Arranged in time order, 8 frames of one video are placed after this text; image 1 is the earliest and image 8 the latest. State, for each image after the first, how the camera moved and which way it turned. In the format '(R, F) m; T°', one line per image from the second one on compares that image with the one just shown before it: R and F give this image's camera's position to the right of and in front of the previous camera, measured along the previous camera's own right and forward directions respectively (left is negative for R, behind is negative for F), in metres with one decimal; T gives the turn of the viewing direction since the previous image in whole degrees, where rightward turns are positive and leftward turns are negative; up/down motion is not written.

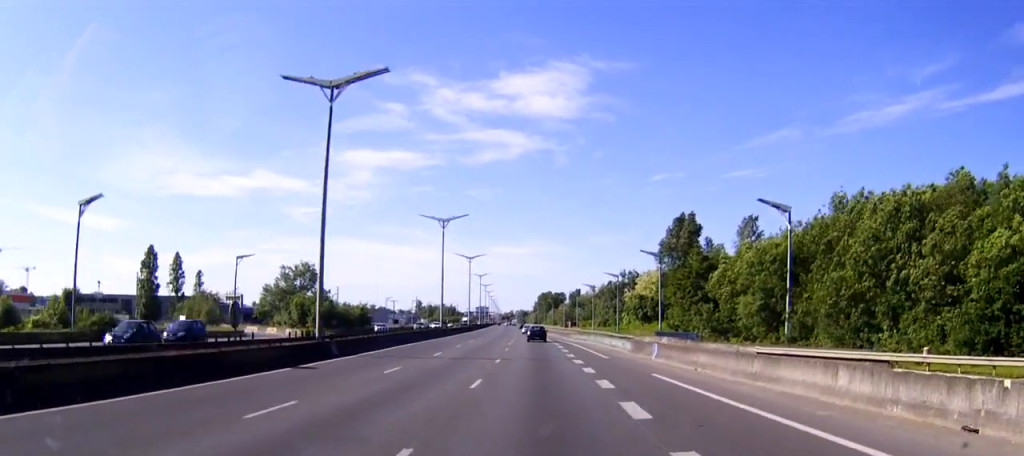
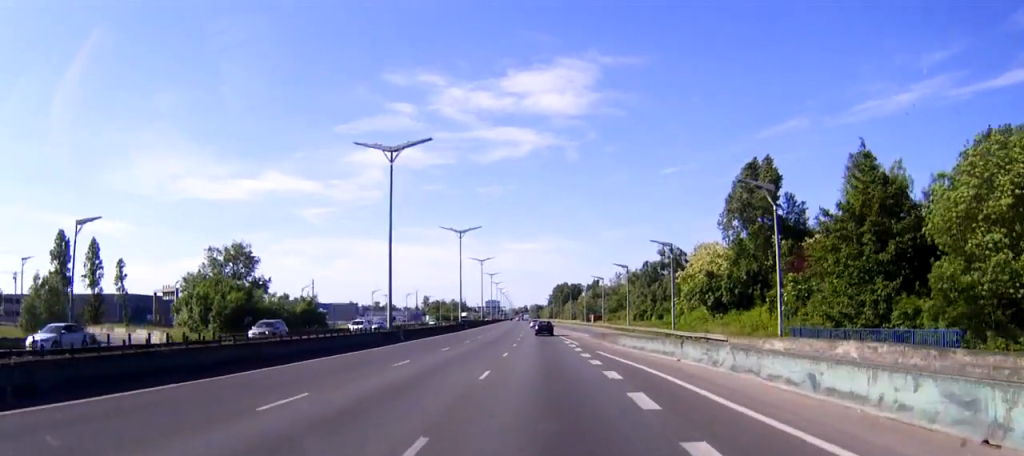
(-0.5, +38.7) m; -1°
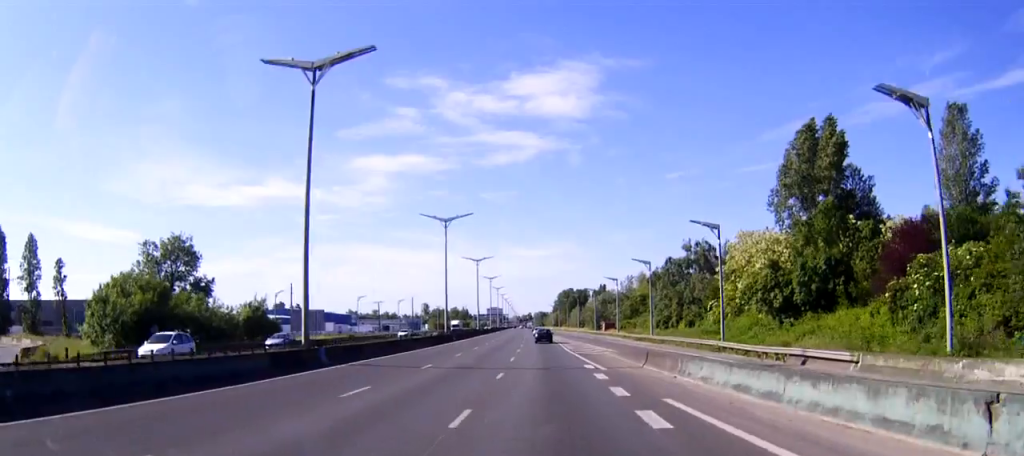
(-0.1, +20.2) m; 0°
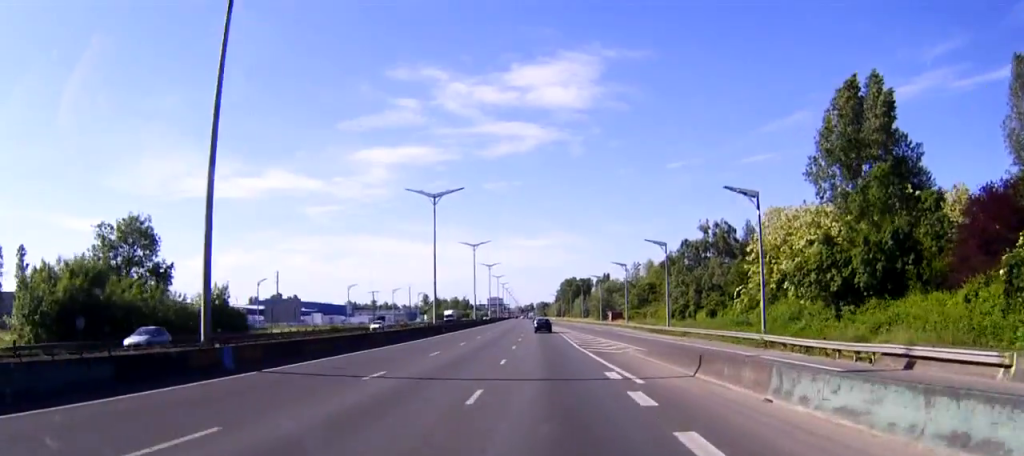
(0.0, +10.8) m; 0°
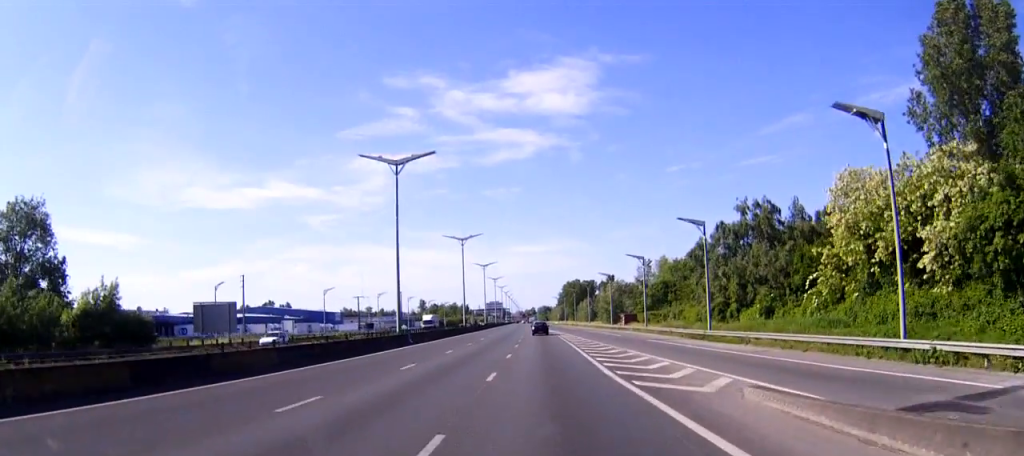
(-0.1, +20.0) m; 0°
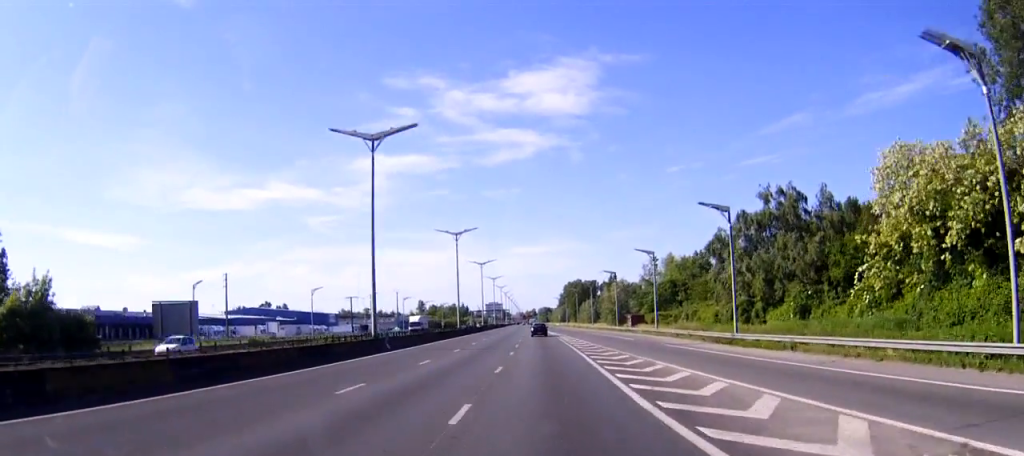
(0.0, +8.6) m; 0°
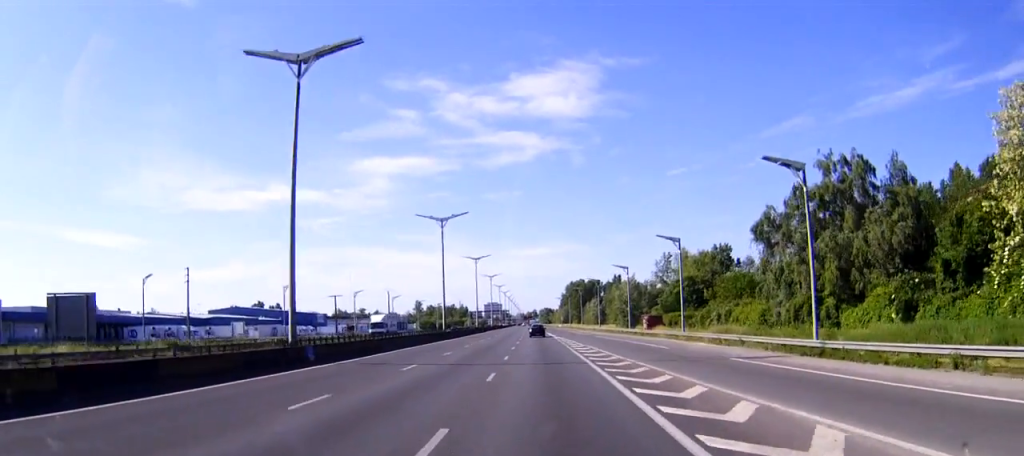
(0.0, +16.4) m; 0°
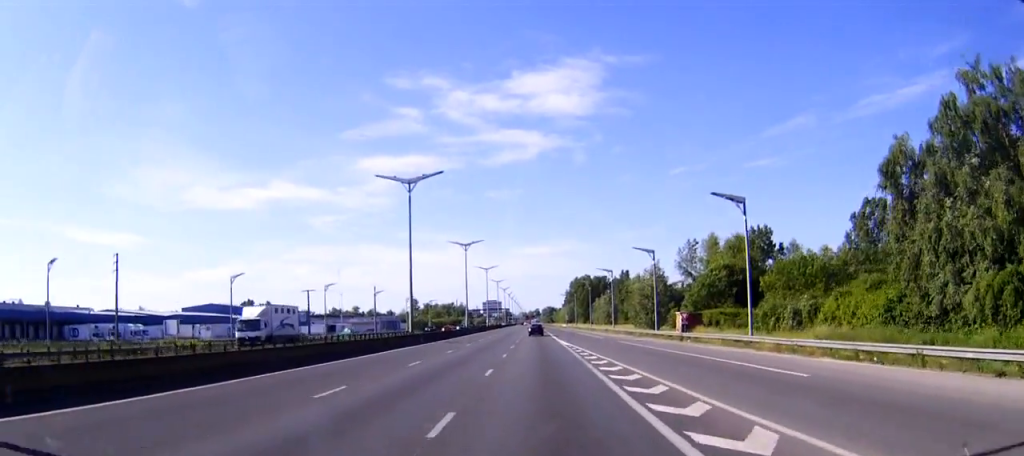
(0.0, +23.6) m; 0°
